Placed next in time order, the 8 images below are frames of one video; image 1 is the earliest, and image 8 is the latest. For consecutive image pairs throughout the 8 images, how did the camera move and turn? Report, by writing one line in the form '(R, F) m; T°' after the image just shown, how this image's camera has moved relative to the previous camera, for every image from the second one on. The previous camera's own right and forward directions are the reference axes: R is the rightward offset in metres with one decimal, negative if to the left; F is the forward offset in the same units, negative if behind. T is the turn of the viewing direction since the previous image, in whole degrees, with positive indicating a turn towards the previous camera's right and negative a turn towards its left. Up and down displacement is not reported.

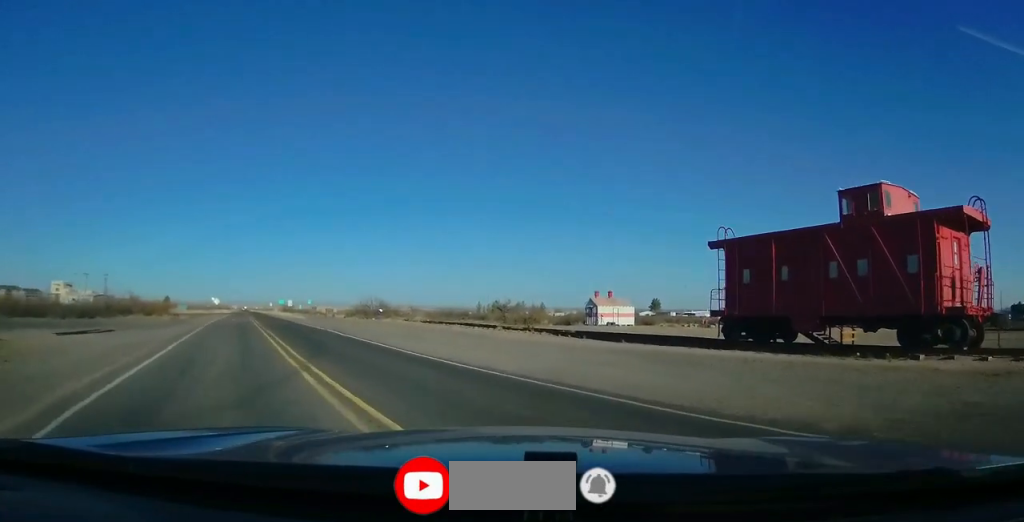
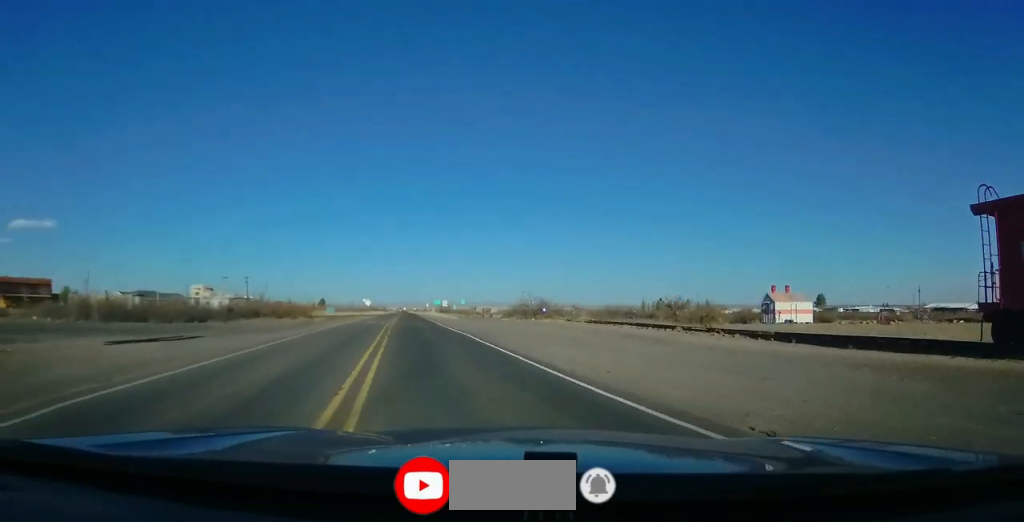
(-1.2, +6.3) m; -12°
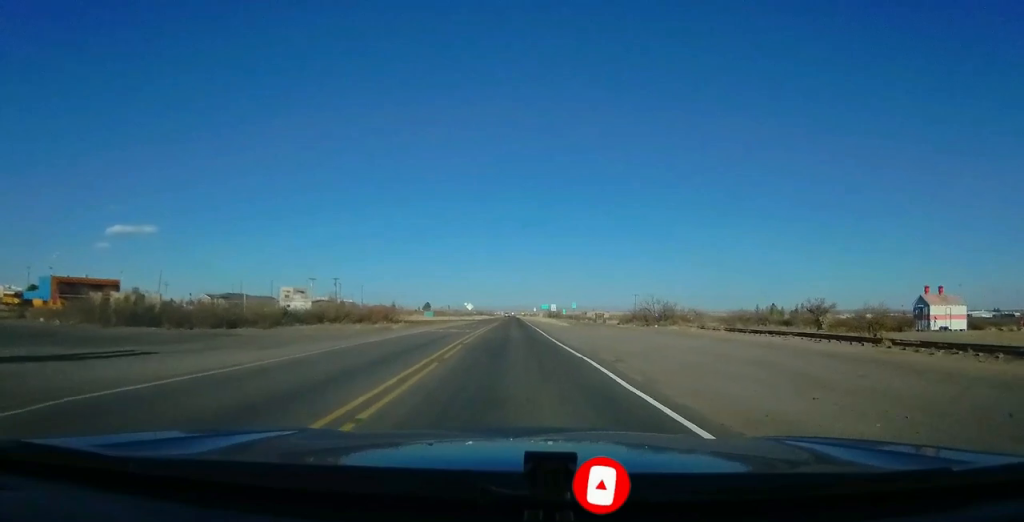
(-0.9, +10.7) m; -8°
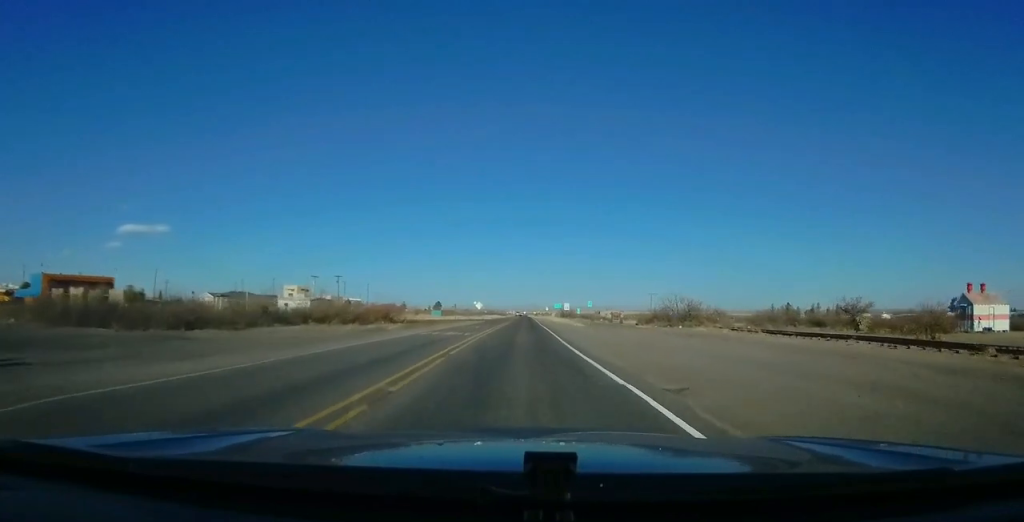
(-0.1, +5.8) m; +1°
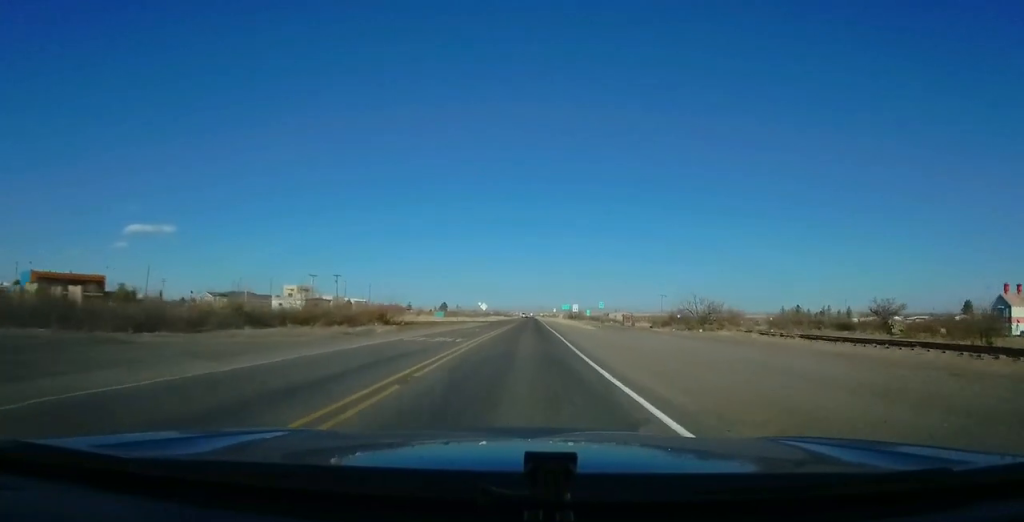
(0.0, +4.9) m; +2°
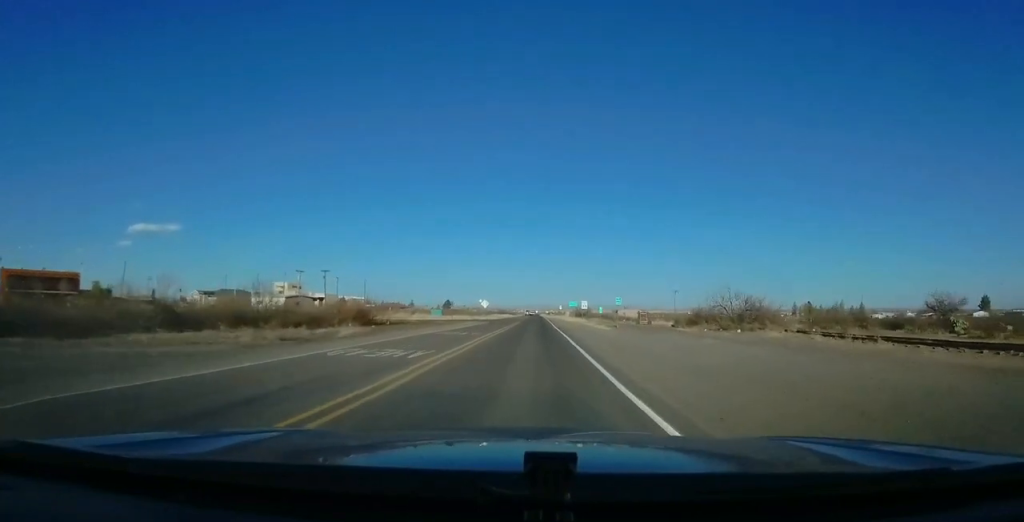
(+0.4, +9.6) m; +1°
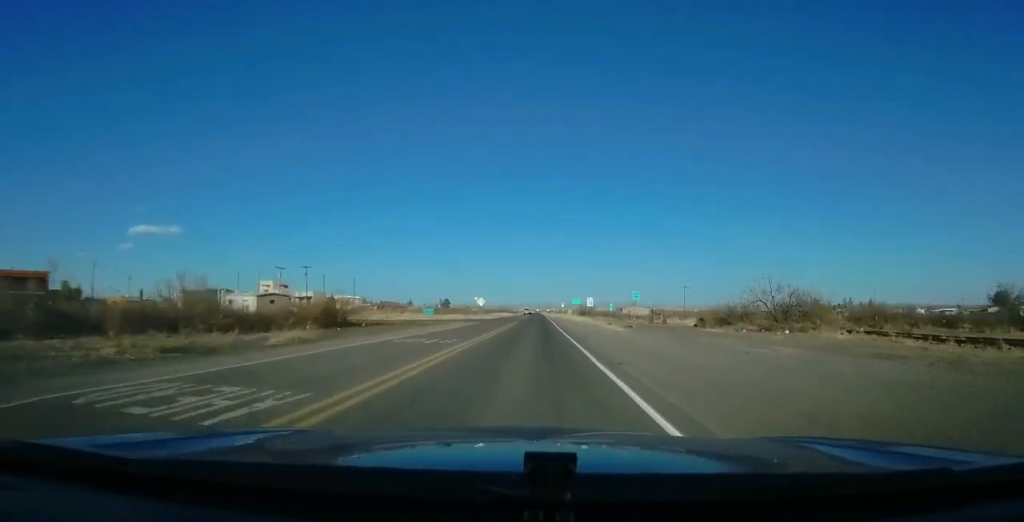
(-0.1, +9.3) m; 0°
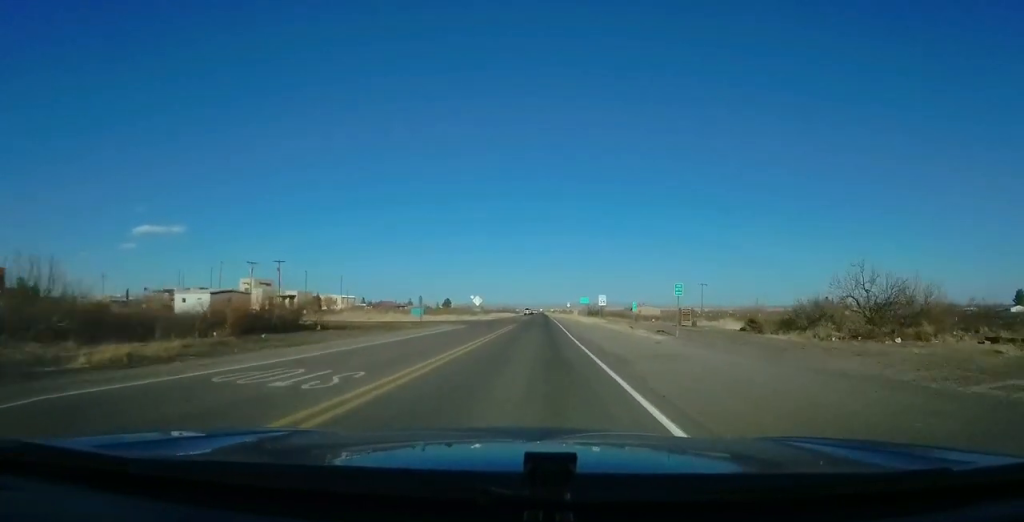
(0.0, +12.5) m; 0°
